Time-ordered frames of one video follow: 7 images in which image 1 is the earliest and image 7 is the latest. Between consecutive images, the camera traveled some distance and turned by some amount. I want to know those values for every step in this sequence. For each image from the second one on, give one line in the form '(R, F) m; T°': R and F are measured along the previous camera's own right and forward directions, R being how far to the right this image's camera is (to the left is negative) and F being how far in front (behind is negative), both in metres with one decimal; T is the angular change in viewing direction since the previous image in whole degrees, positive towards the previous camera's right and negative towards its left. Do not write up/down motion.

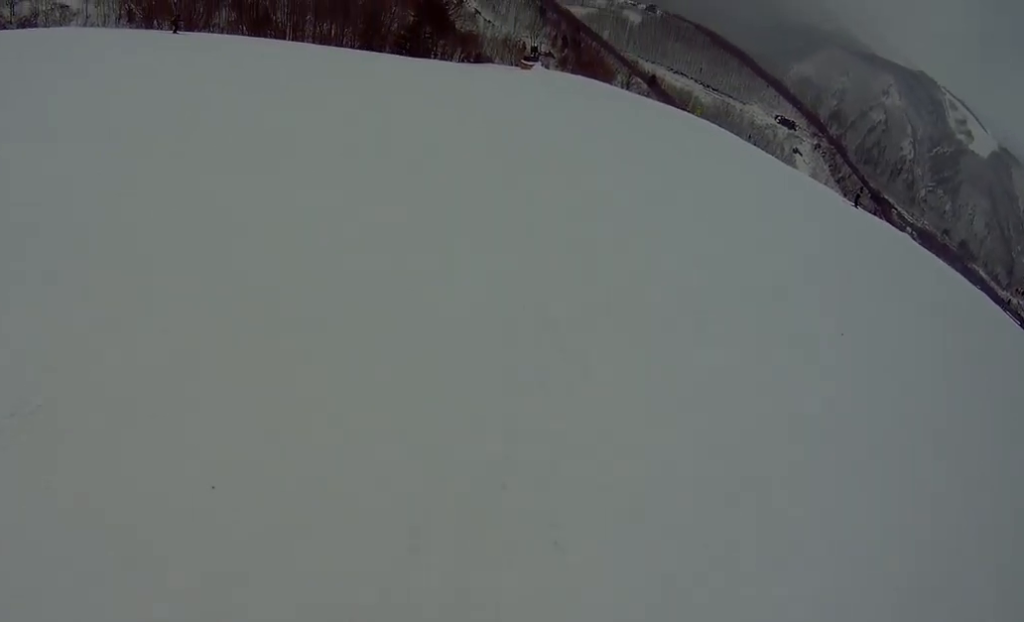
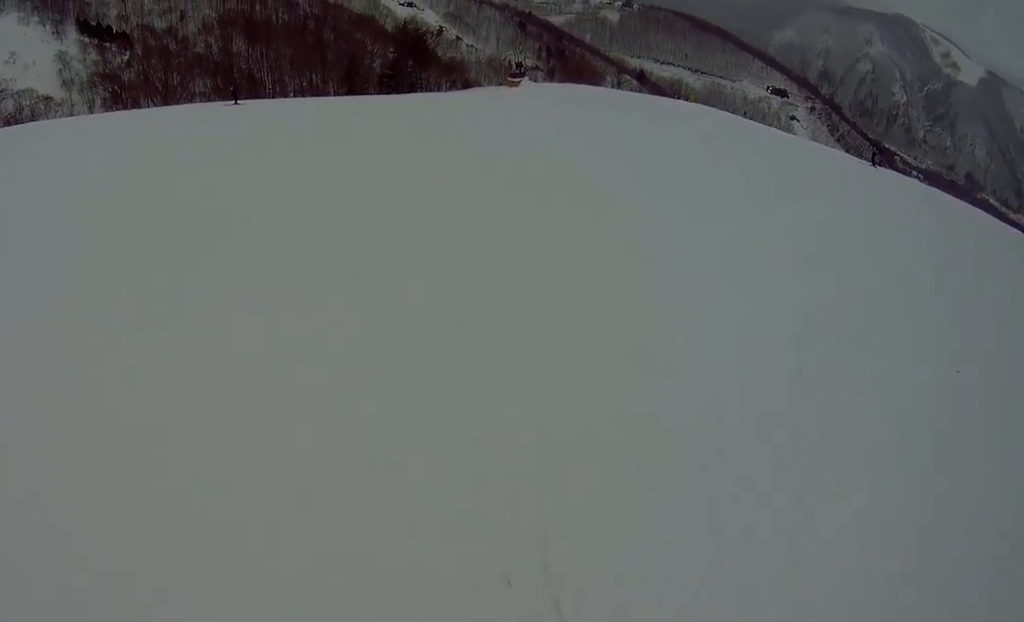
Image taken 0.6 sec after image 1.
(0.0, +2.2) m; +6°
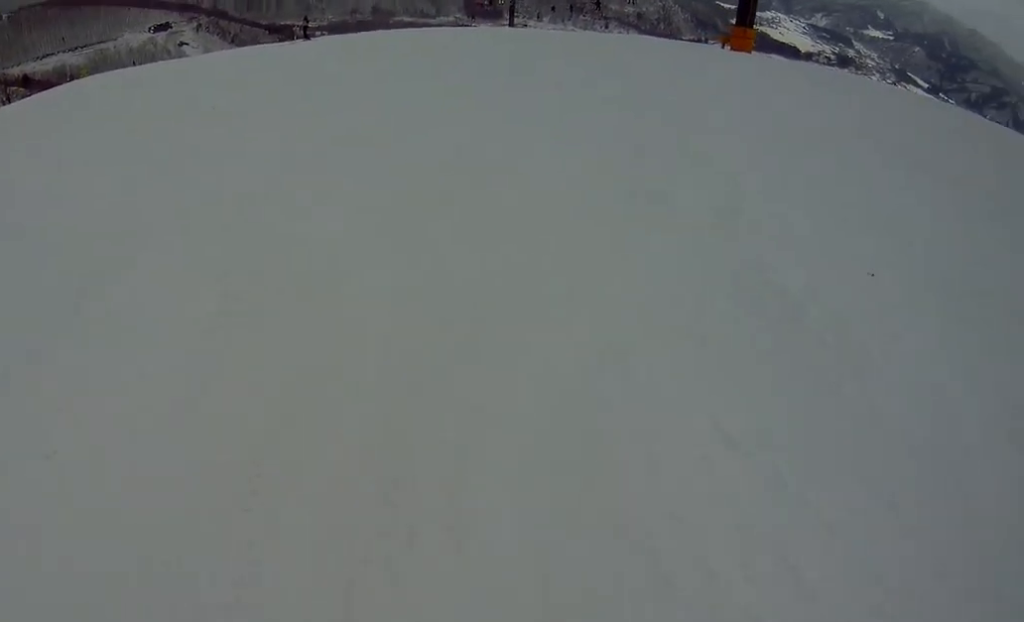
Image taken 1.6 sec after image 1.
(+0.5, +4.0) m; +23°
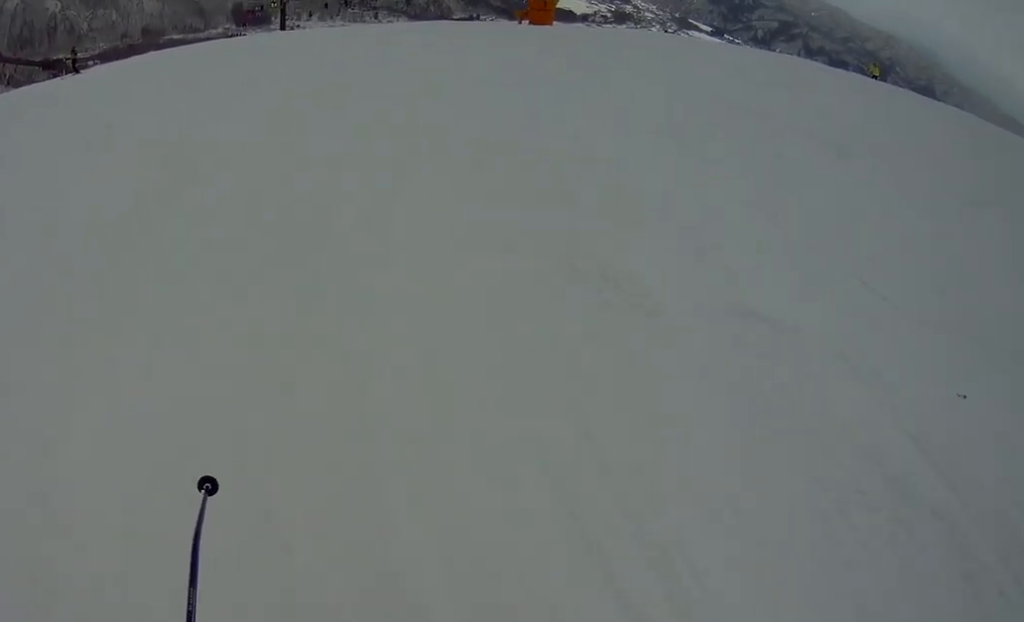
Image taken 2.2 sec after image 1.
(+0.4, +1.9) m; +10°
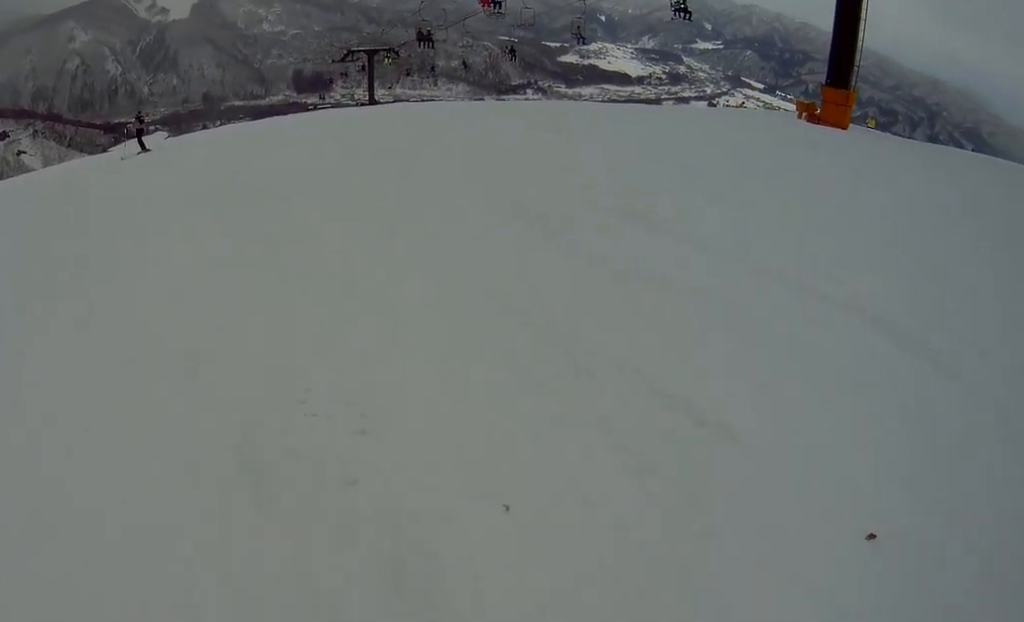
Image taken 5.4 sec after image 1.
(-0.4, +11.9) m; -8°
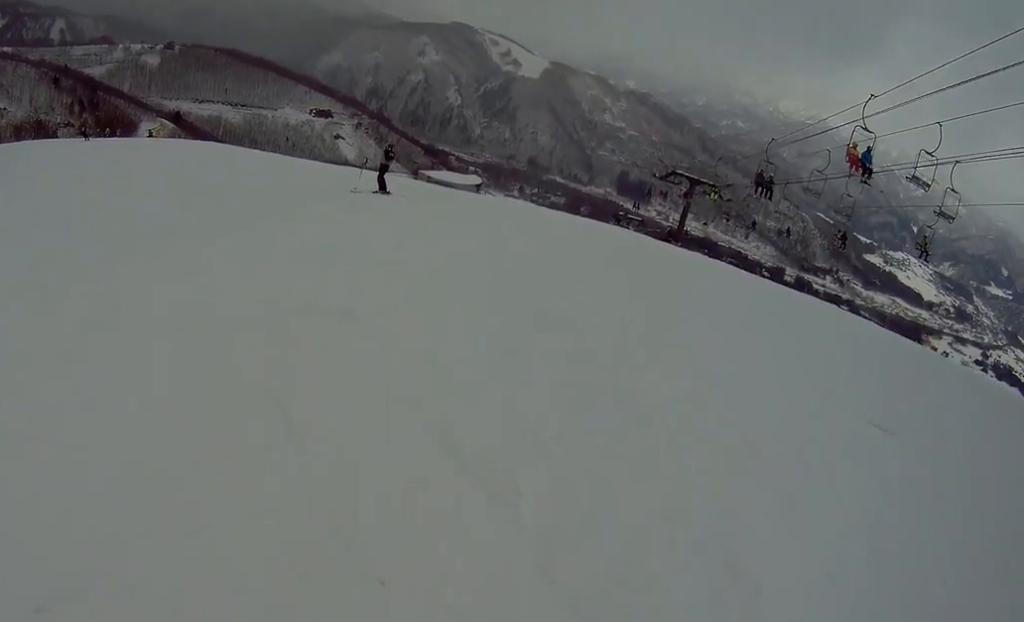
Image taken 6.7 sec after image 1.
(-0.2, +5.4) m; -37°
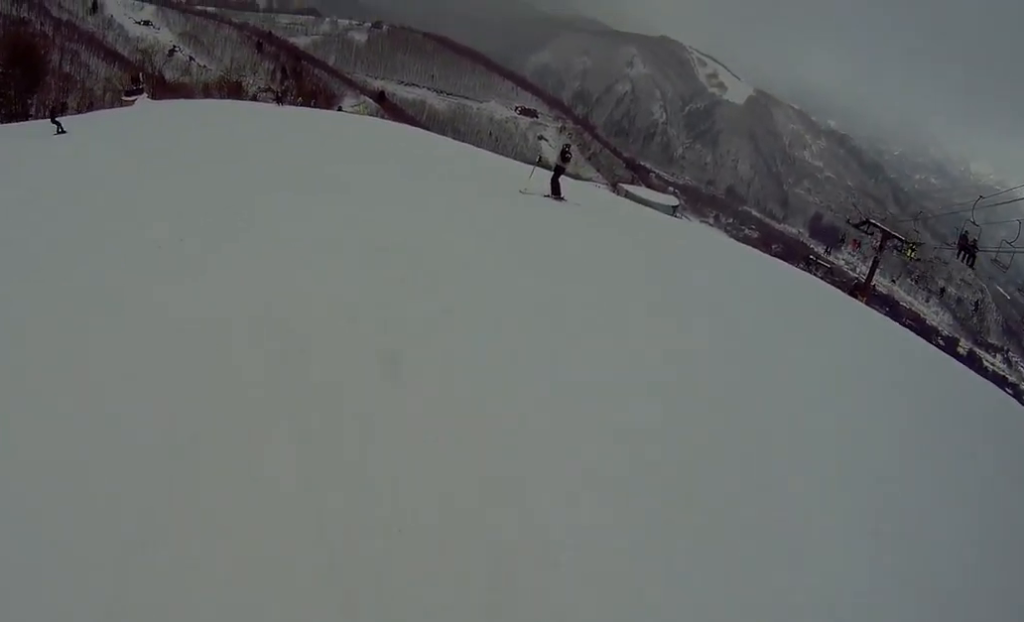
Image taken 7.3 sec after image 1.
(-1.0, +2.0) m; -14°
